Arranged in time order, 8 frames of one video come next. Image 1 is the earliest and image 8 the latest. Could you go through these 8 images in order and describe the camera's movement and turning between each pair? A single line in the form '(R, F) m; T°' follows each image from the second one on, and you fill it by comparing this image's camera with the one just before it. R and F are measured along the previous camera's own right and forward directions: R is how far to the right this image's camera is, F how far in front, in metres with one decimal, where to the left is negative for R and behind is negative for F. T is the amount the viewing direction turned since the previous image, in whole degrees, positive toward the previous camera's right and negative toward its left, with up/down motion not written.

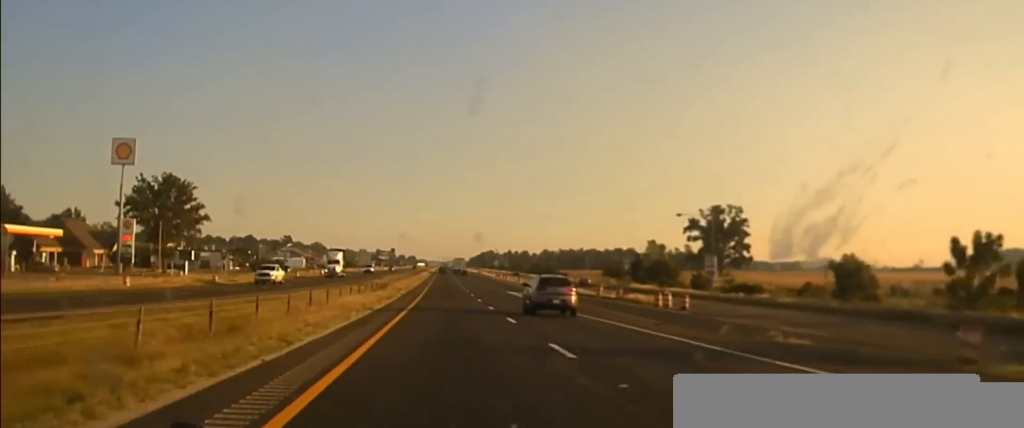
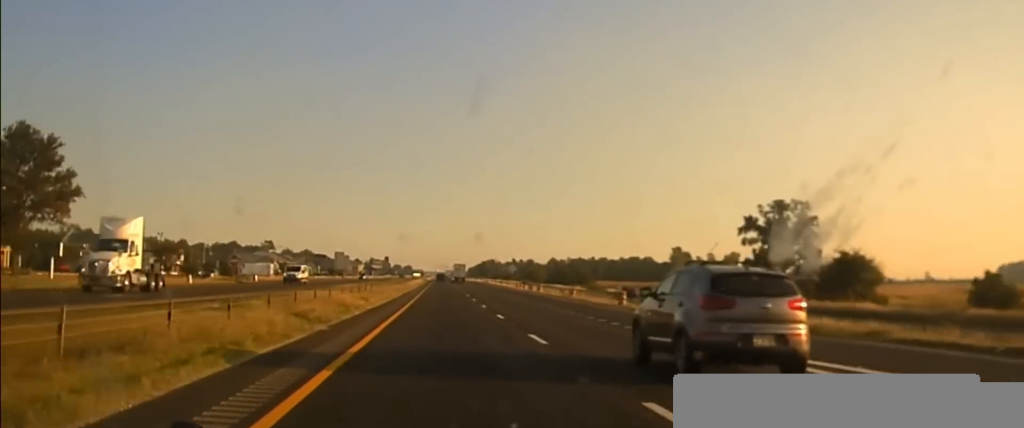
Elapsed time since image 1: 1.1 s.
(-0.1, +57.9) m; 0°
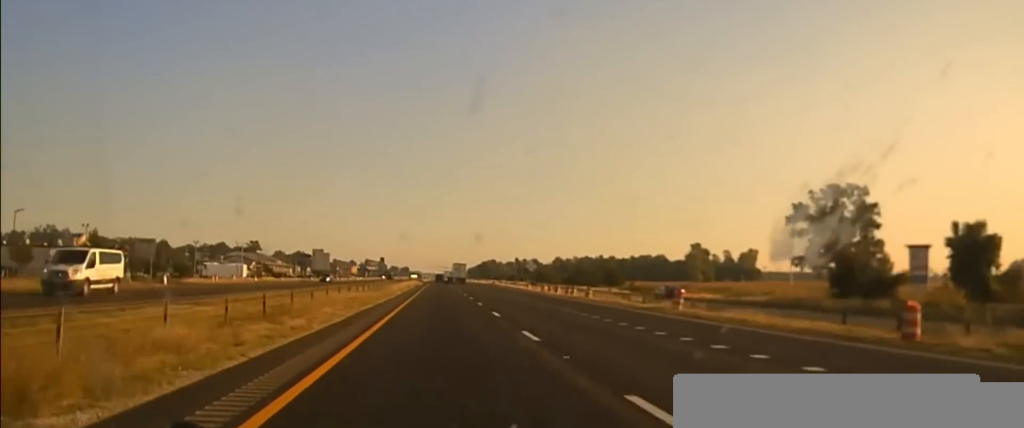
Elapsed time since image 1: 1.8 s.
(0.0, +31.8) m; 0°
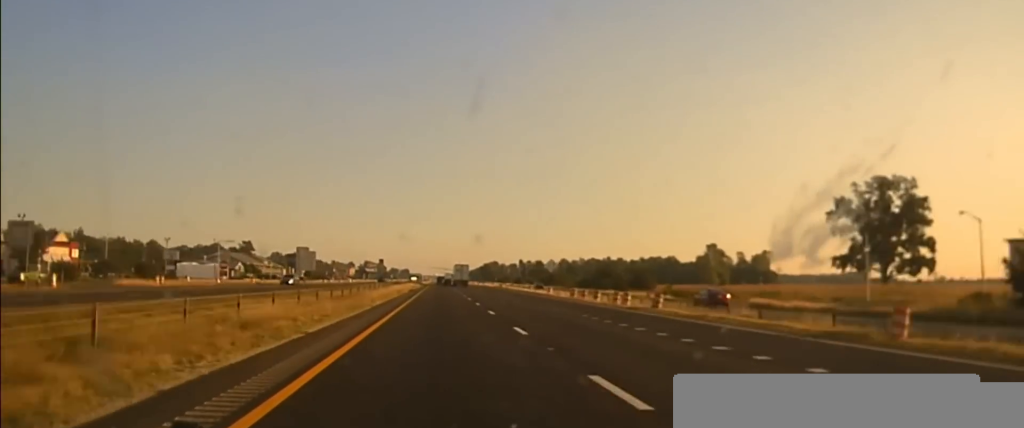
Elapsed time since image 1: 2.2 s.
(0.0, +19.5) m; 0°
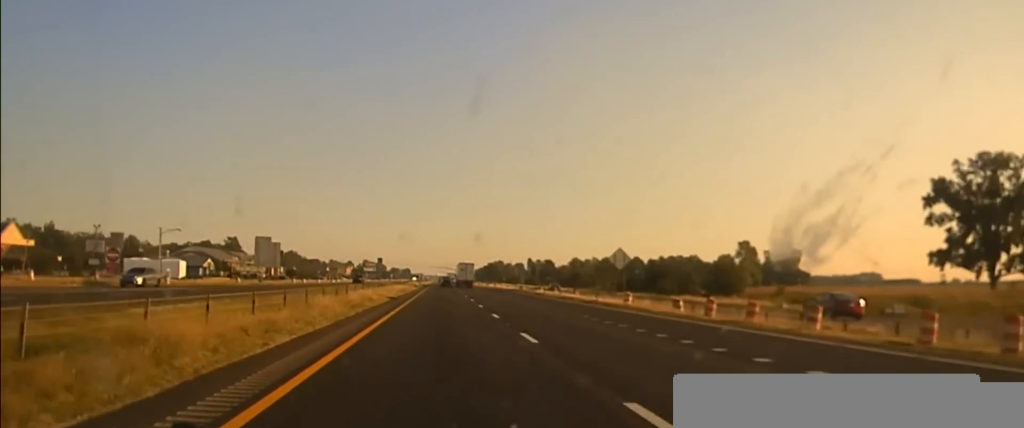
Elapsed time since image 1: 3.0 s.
(-0.1, +34.6) m; 0°
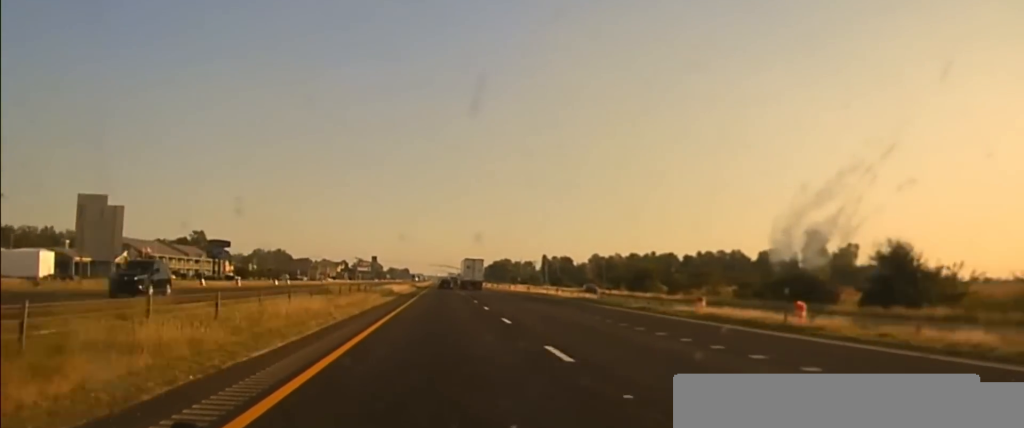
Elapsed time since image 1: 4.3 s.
(+0.2, +54.0) m; 0°
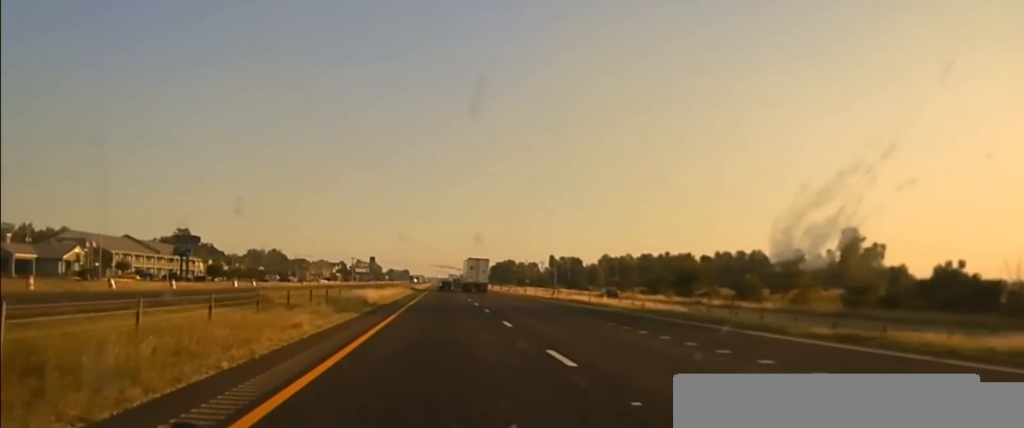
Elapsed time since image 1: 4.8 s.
(0.0, +21.9) m; 0°
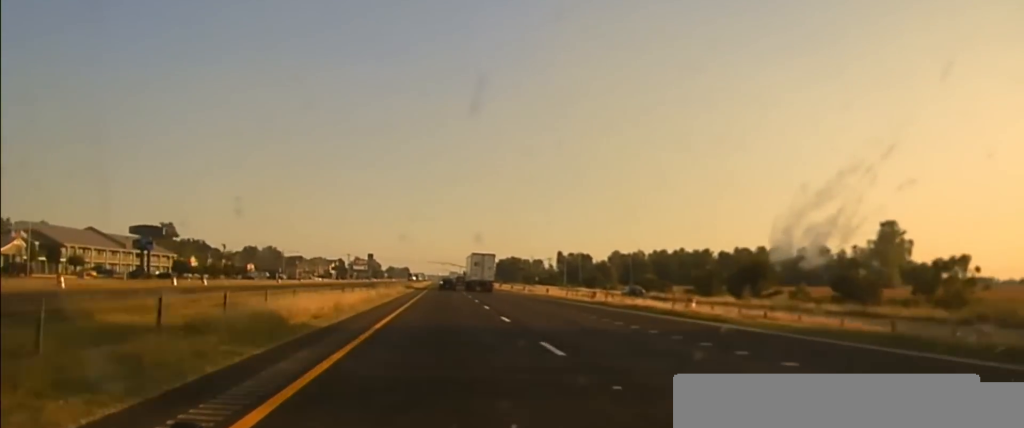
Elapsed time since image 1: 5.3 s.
(0.0, +23.7) m; 0°
